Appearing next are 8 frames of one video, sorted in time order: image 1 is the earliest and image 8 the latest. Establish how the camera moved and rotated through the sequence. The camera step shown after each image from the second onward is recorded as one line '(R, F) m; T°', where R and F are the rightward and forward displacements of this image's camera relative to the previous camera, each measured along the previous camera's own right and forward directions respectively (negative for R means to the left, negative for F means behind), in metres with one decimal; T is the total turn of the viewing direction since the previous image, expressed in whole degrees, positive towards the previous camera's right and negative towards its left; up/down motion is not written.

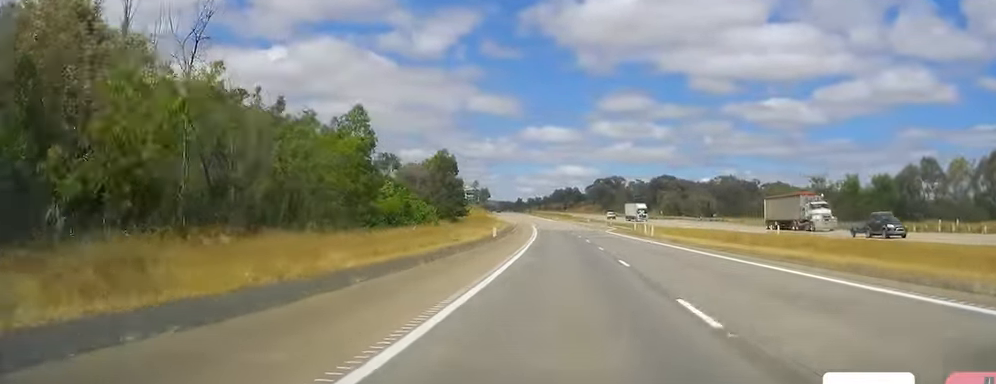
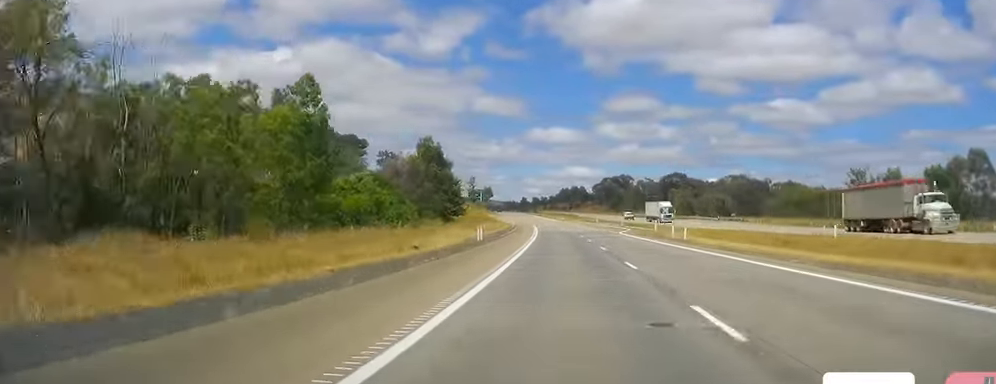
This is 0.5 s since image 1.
(-0.2, +13.2) m; -1°
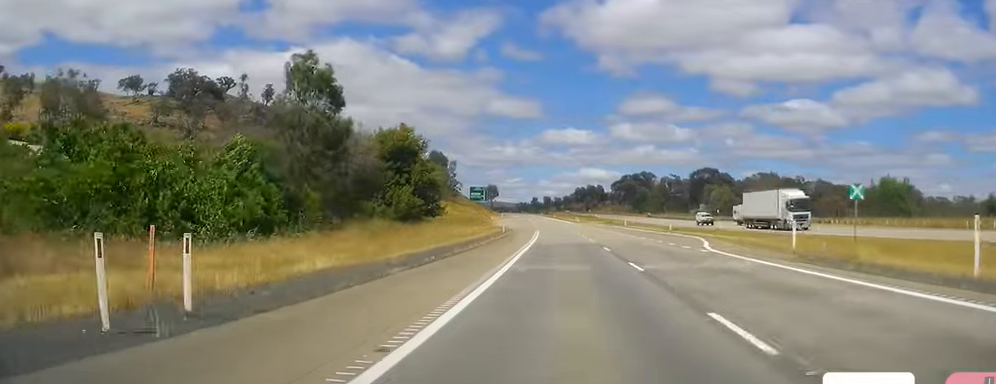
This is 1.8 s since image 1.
(0.0, +36.8) m; 0°
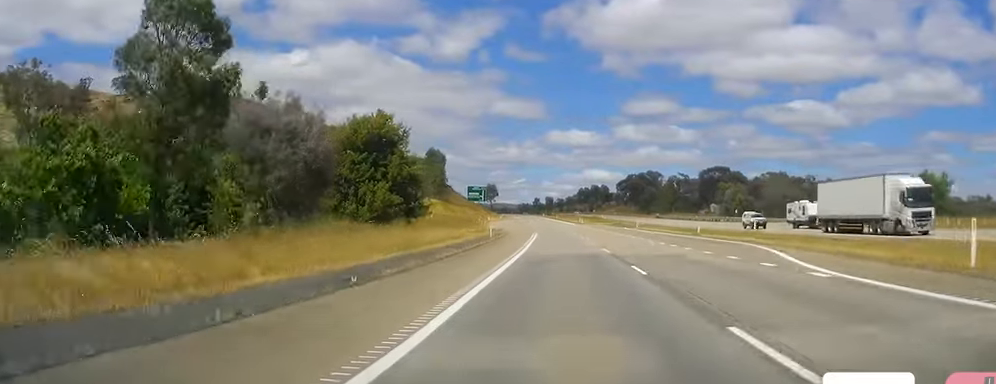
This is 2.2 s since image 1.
(0.0, +13.3) m; 0°
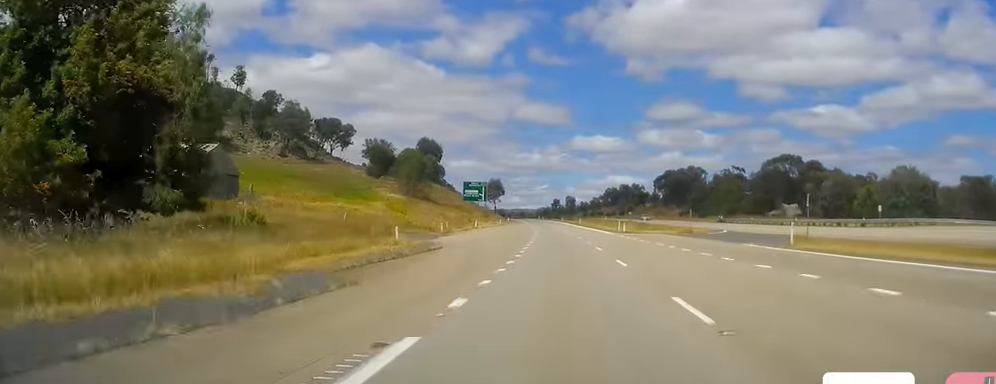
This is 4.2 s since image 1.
(-1.2, +55.9) m; -2°
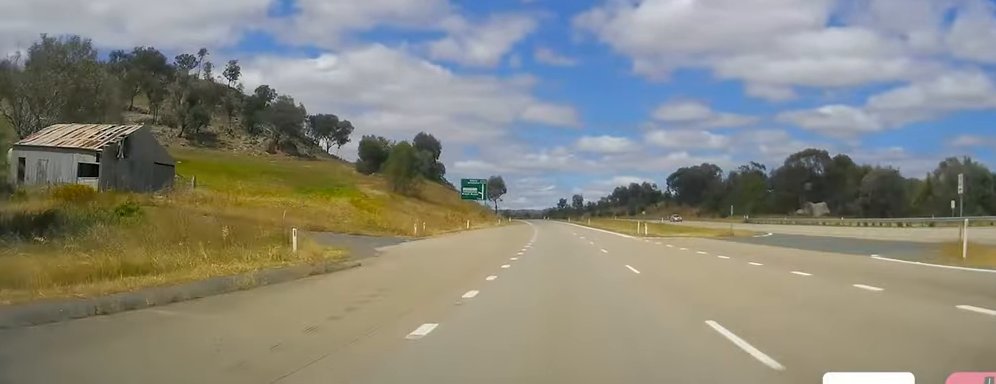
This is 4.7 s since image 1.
(0.0, +15.2) m; 0°
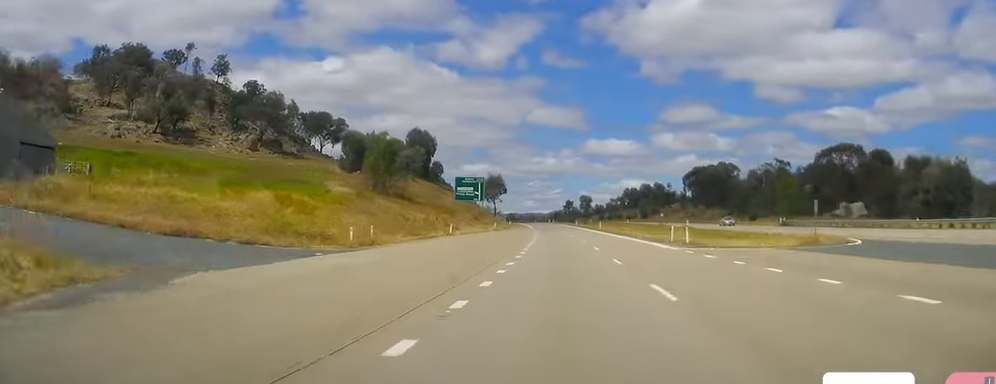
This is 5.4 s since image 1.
(+0.4, +18.0) m; -1°
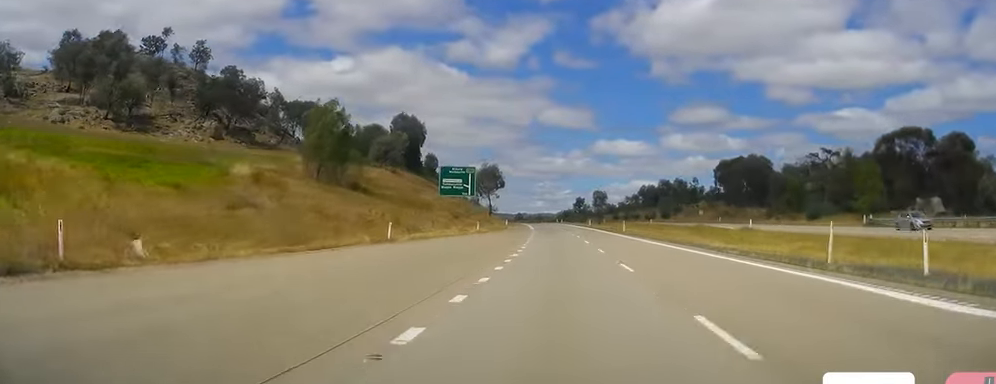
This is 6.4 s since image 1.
(-1.2, +28.4) m; -1°
